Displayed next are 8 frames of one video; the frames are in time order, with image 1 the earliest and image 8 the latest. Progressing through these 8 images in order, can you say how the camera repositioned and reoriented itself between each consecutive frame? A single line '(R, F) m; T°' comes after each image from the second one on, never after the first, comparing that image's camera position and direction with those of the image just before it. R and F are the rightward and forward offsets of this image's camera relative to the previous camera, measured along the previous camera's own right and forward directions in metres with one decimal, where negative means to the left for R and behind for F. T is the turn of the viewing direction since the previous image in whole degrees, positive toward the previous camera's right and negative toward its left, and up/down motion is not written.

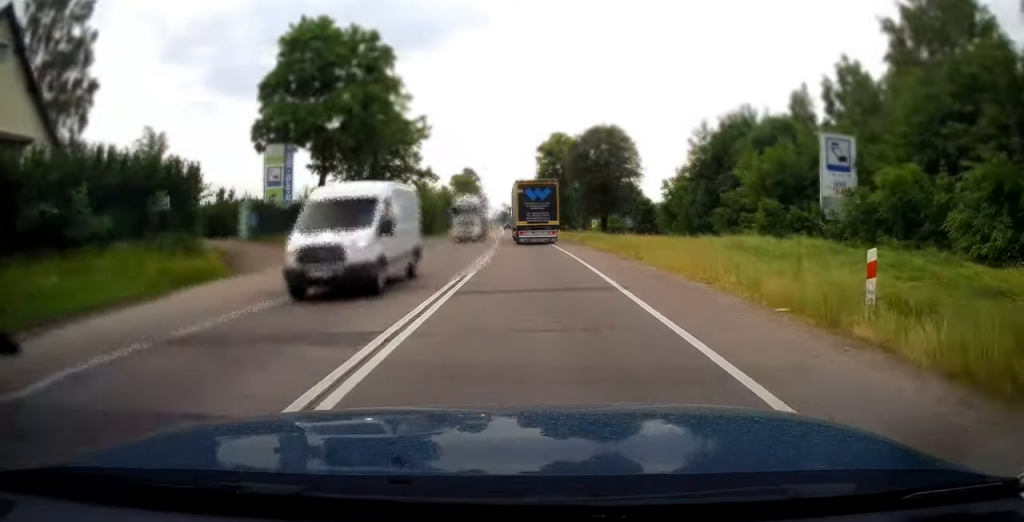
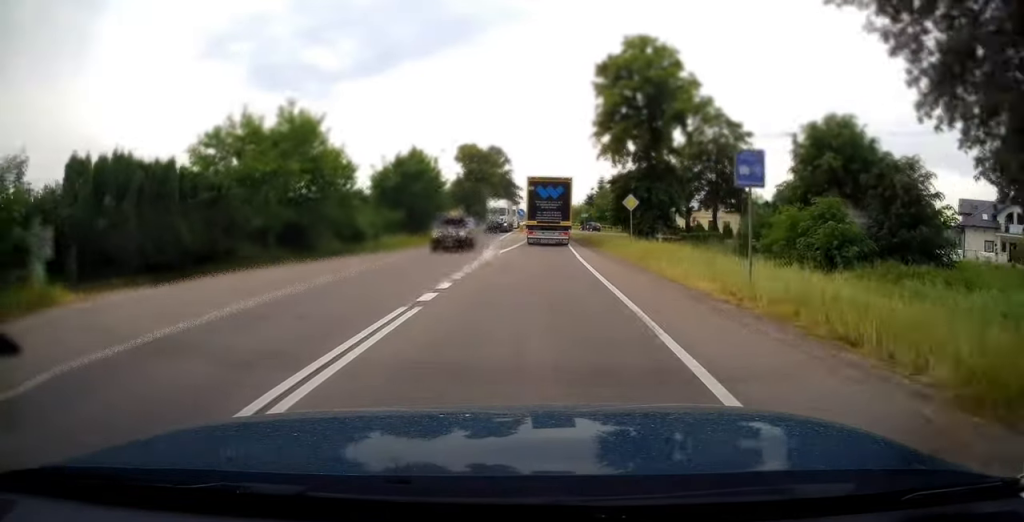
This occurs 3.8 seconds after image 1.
(-2.0, +54.2) m; -3°
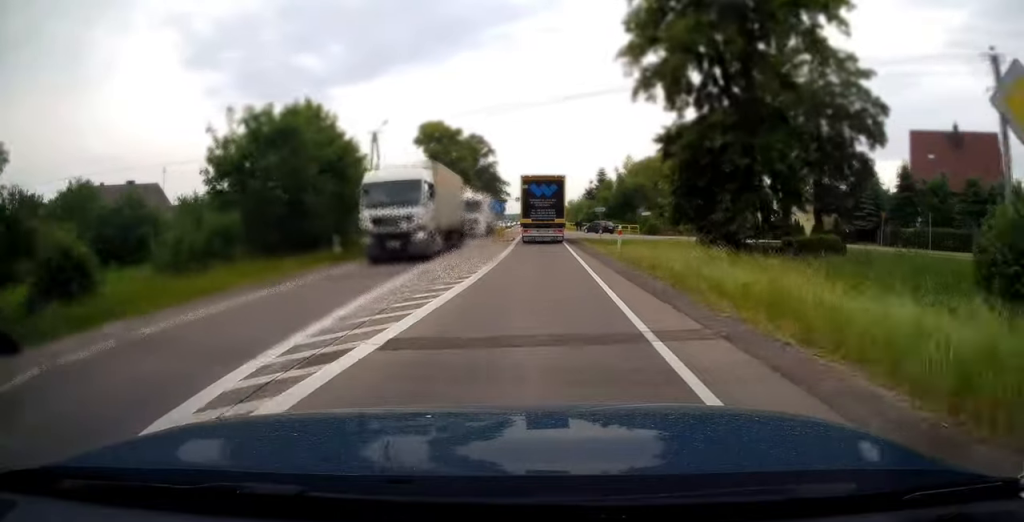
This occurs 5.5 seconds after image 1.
(+0.1, +25.7) m; 0°
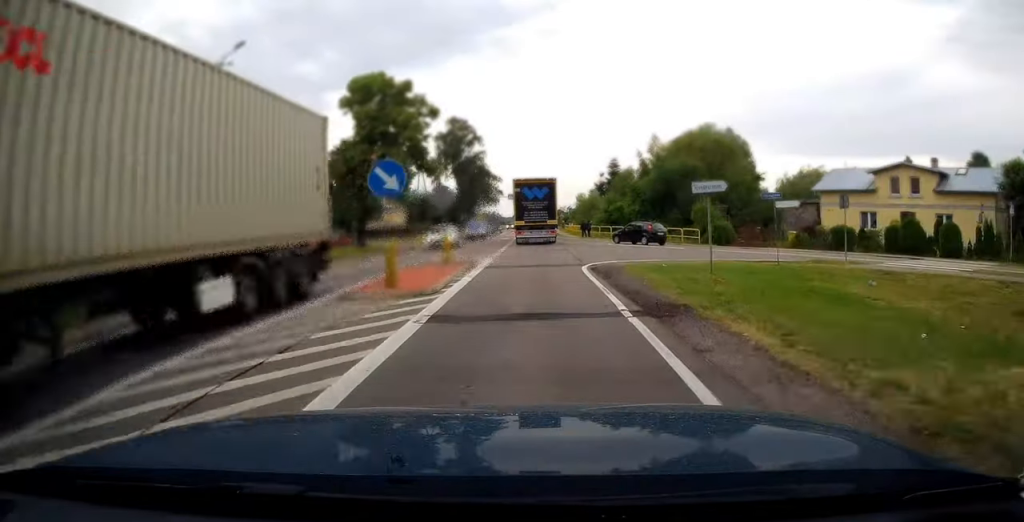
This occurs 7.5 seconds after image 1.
(0.0, +28.5) m; -1°
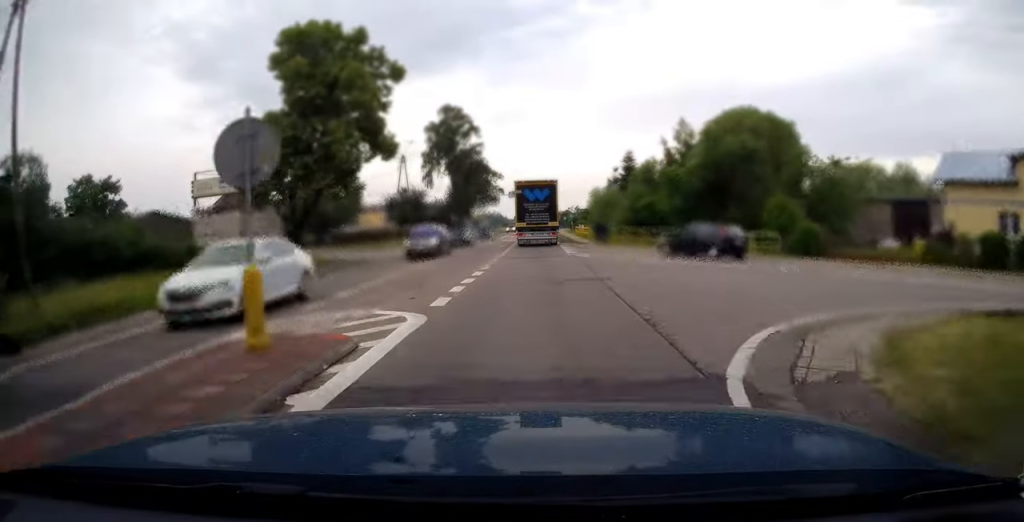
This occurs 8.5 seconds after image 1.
(0.0, +14.4) m; 0°
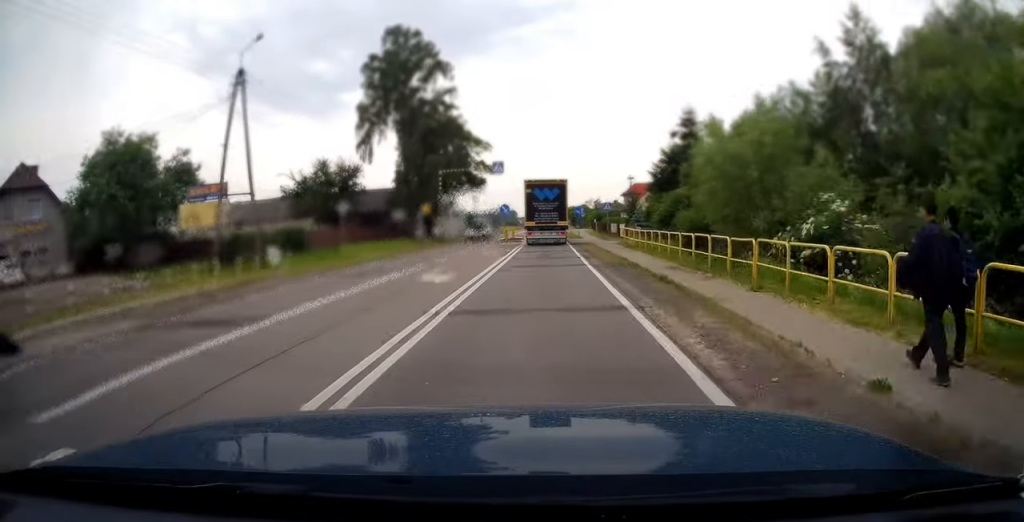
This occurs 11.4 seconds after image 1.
(-0.4, +41.3) m; -1°
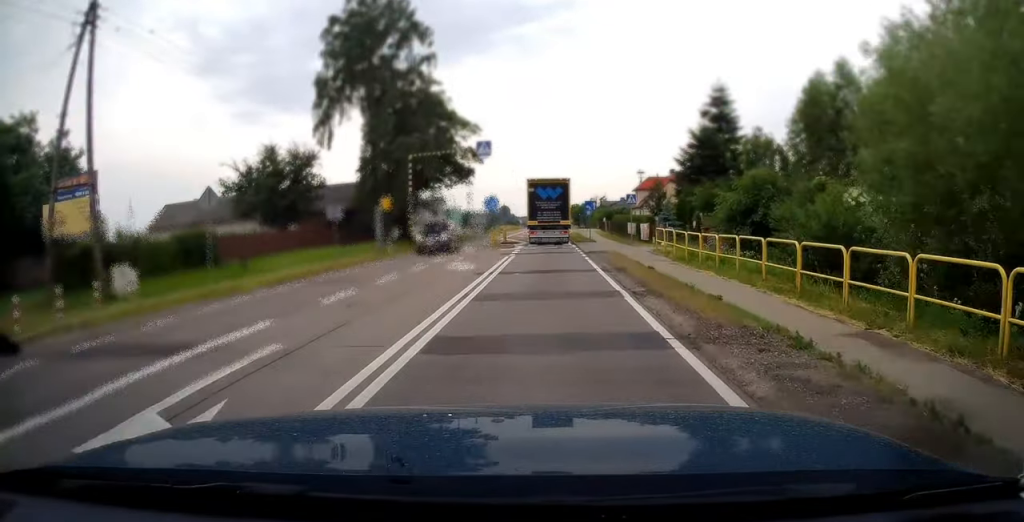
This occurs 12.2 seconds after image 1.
(0.0, +12.5) m; 0°
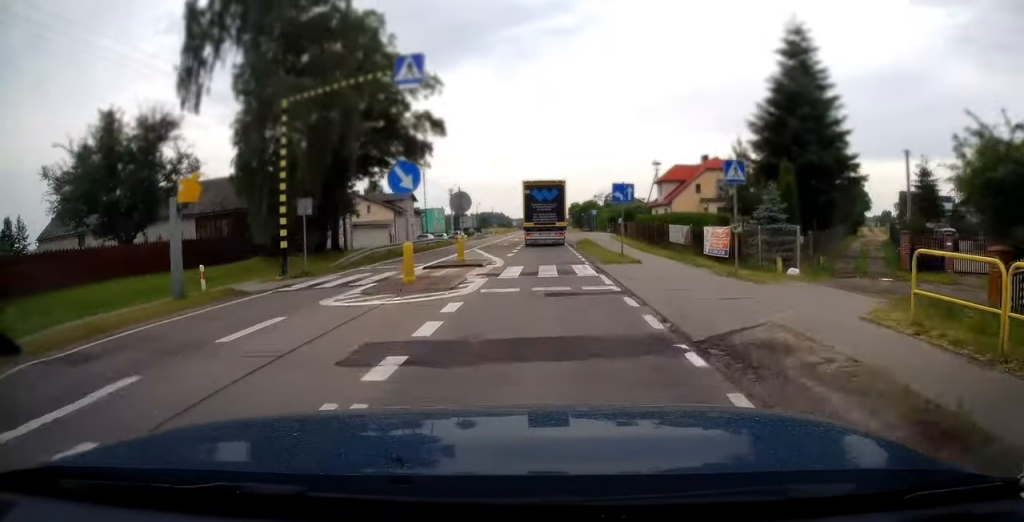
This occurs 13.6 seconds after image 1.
(0.0, +20.3) m; 0°
